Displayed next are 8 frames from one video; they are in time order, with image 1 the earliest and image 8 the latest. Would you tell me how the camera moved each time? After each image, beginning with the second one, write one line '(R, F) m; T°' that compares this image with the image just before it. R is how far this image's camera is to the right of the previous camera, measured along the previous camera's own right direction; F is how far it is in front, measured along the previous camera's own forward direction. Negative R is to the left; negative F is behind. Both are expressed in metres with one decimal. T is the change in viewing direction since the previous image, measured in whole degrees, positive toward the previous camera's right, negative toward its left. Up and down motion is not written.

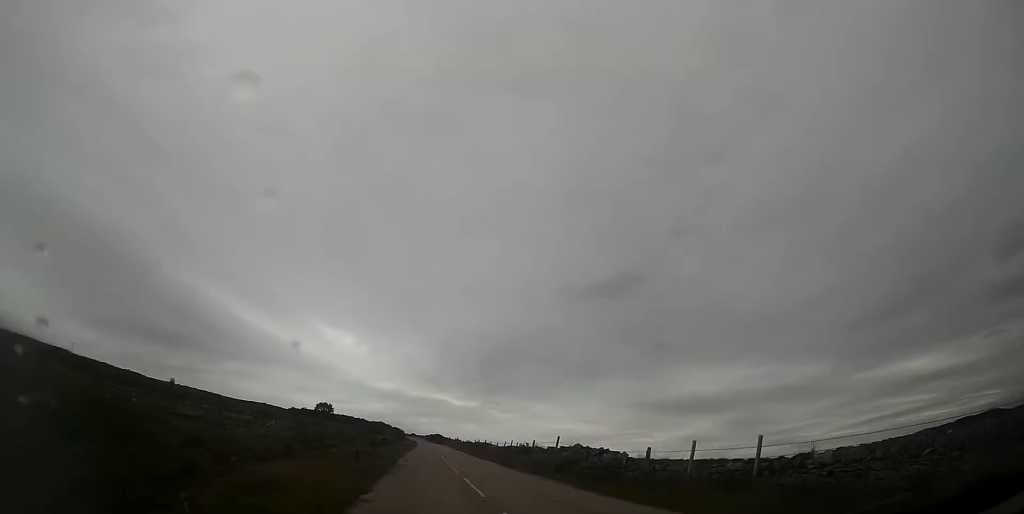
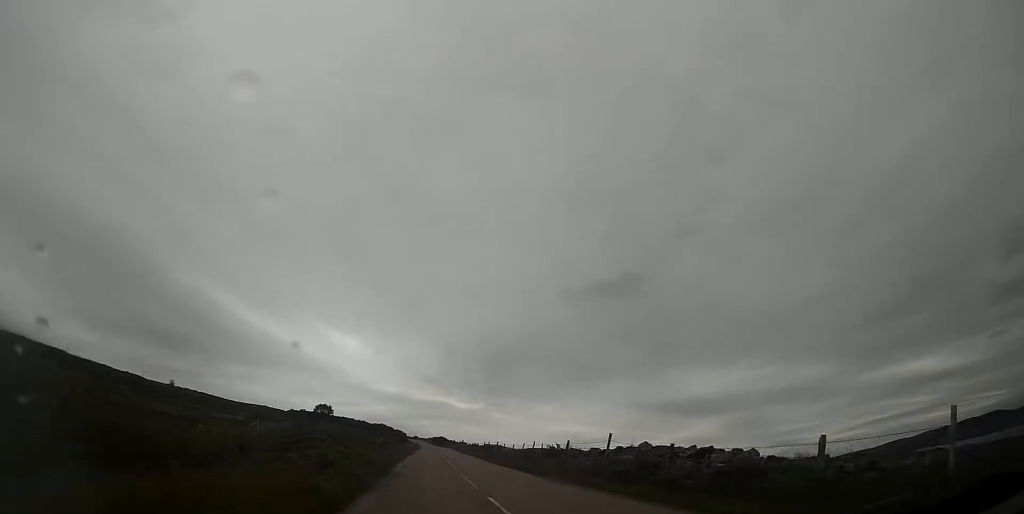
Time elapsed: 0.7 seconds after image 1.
(0.0, +6.9) m; 0°
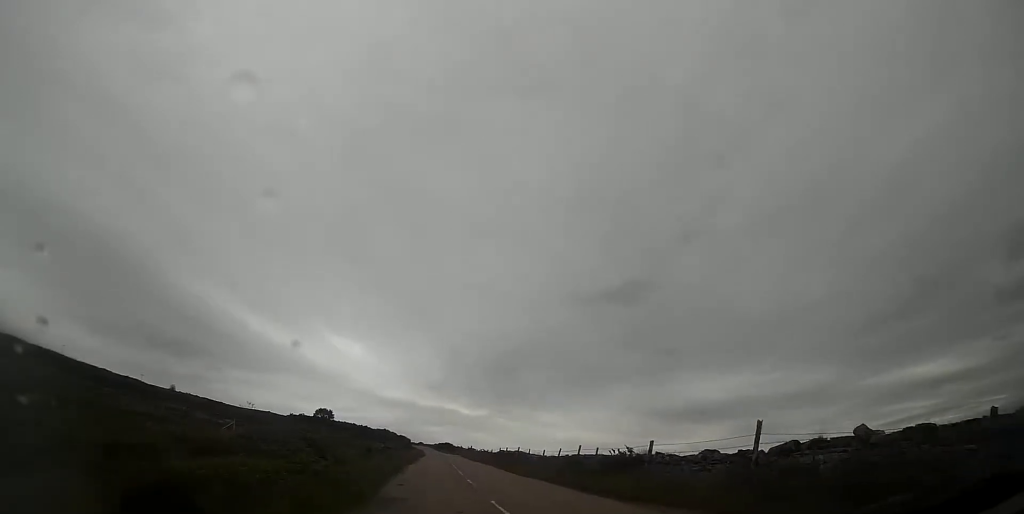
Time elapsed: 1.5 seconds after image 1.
(0.0, +8.5) m; 0°
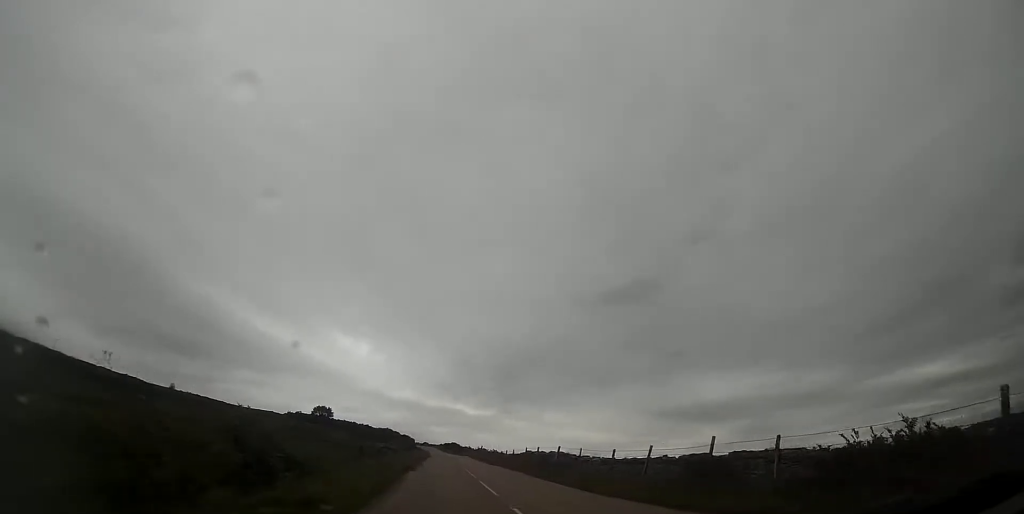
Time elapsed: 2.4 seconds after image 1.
(0.0, +10.7) m; 0°
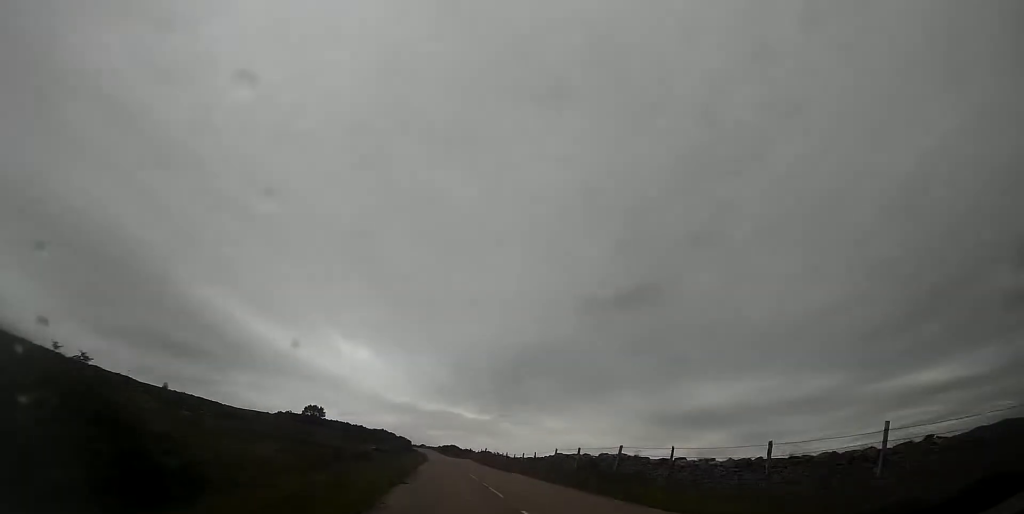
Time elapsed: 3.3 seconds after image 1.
(-0.1, +9.5) m; +1°
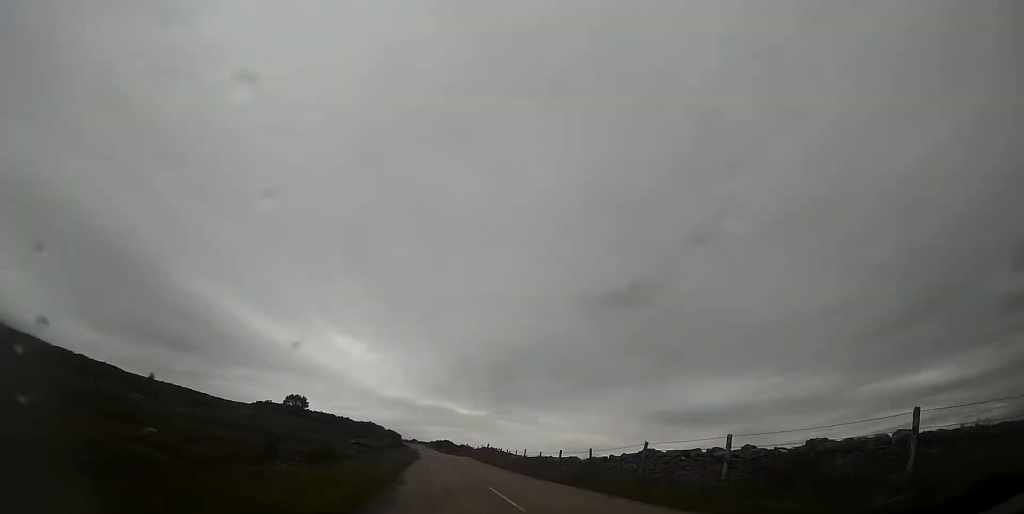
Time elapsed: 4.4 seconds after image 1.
(+0.2, +12.4) m; +1°
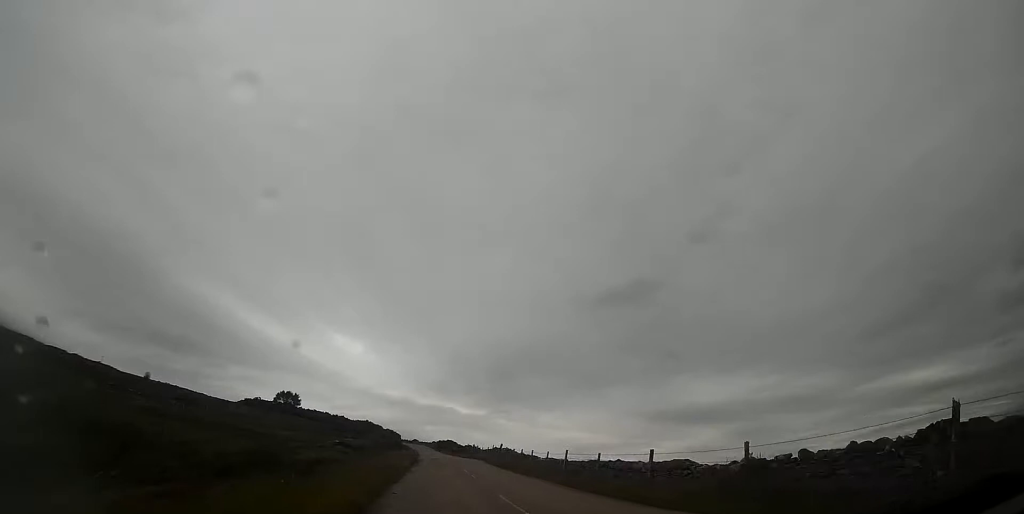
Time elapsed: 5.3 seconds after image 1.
(-0.1, +10.3) m; 0°
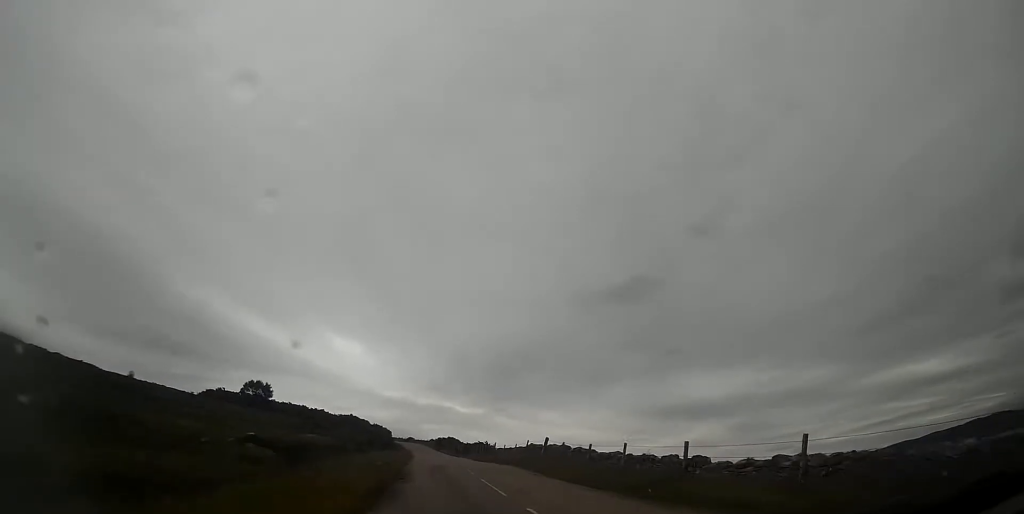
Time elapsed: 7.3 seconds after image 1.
(+0.3, +21.5) m; +1°
